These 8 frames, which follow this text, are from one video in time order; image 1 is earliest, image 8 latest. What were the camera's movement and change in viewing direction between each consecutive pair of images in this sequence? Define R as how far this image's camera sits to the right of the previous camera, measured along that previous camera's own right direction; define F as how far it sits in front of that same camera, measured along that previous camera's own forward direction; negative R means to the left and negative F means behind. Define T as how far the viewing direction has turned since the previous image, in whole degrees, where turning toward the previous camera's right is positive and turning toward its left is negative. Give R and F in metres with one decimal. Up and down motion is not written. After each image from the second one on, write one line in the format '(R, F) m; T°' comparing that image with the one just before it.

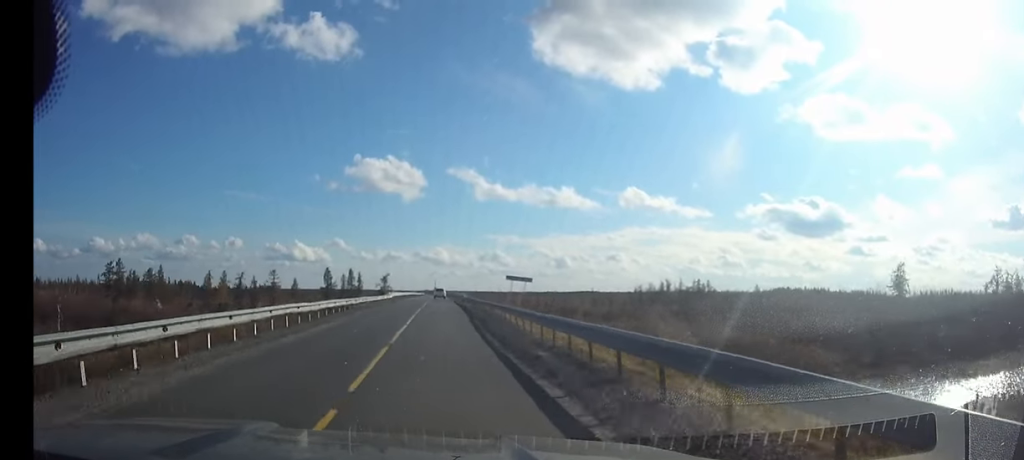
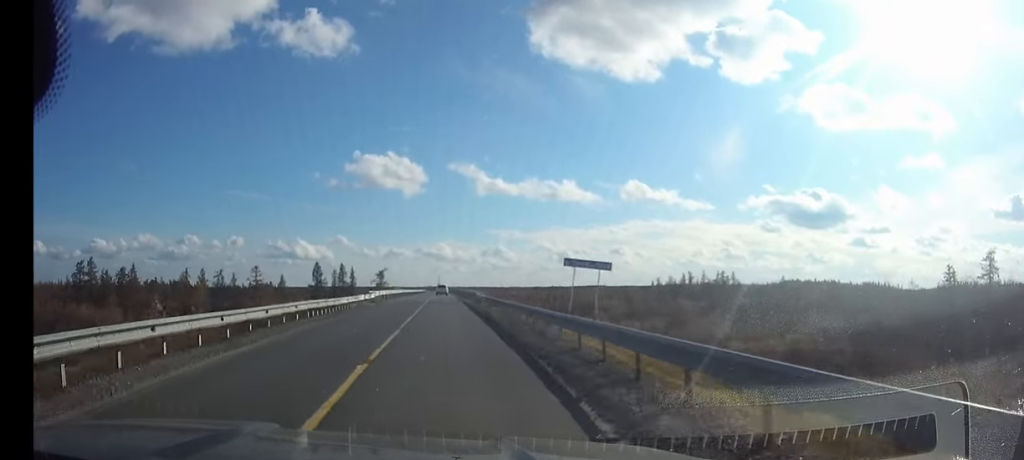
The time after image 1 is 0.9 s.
(0.0, +17.6) m; 0°
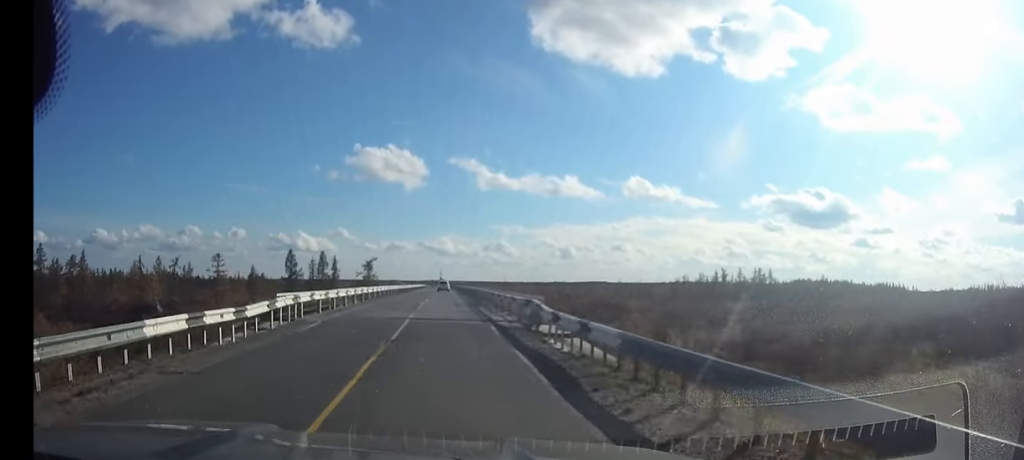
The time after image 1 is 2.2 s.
(0.0, +26.2) m; 0°
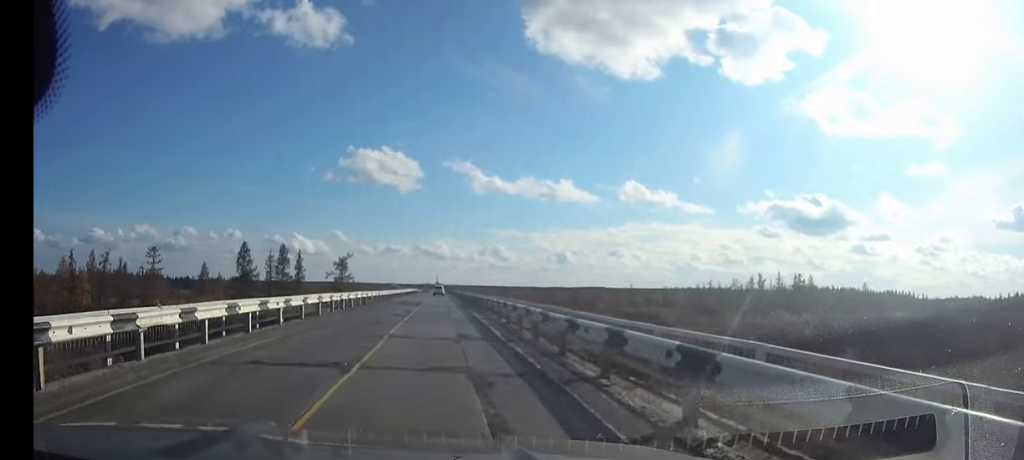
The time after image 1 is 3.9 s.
(0.0, +29.7) m; 0°
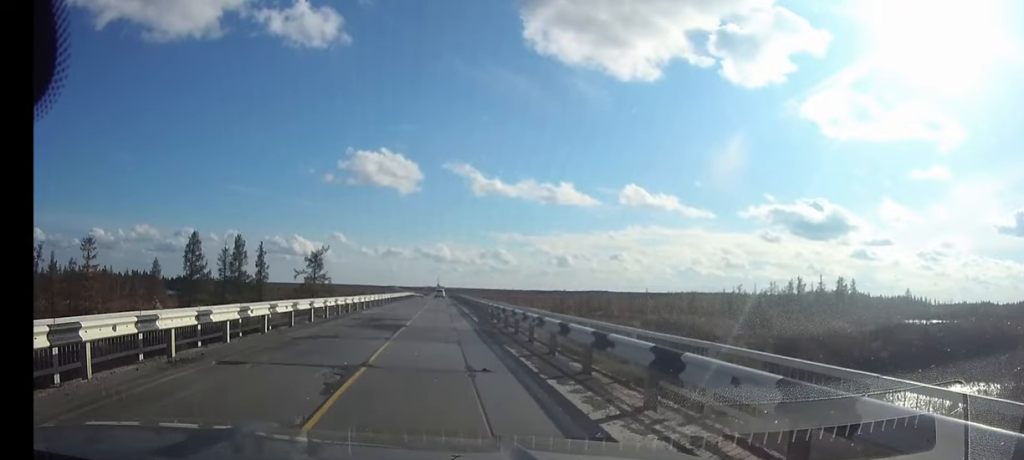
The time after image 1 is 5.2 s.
(0.0, +23.1) m; 0°
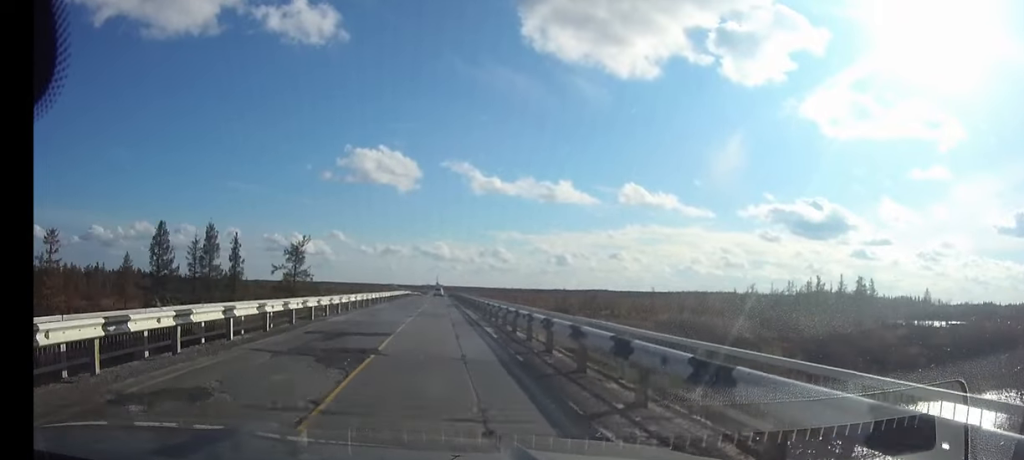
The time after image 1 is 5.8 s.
(0.0, +10.2) m; 0°
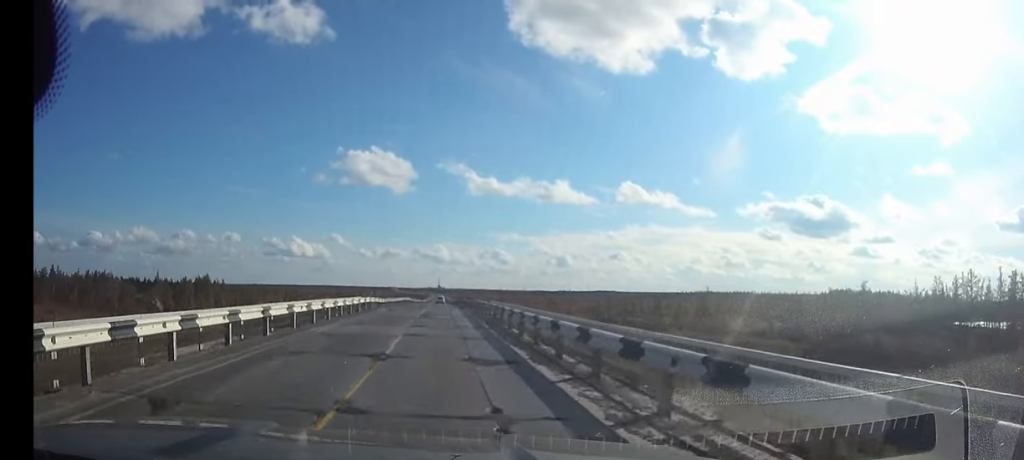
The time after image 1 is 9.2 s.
(0.0, +59.0) m; 0°
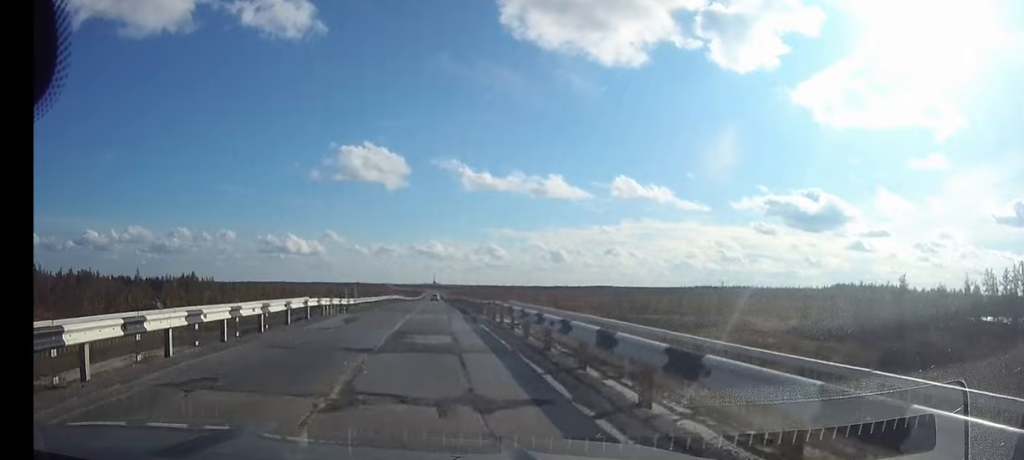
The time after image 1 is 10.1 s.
(0.0, +16.8) m; 0°
